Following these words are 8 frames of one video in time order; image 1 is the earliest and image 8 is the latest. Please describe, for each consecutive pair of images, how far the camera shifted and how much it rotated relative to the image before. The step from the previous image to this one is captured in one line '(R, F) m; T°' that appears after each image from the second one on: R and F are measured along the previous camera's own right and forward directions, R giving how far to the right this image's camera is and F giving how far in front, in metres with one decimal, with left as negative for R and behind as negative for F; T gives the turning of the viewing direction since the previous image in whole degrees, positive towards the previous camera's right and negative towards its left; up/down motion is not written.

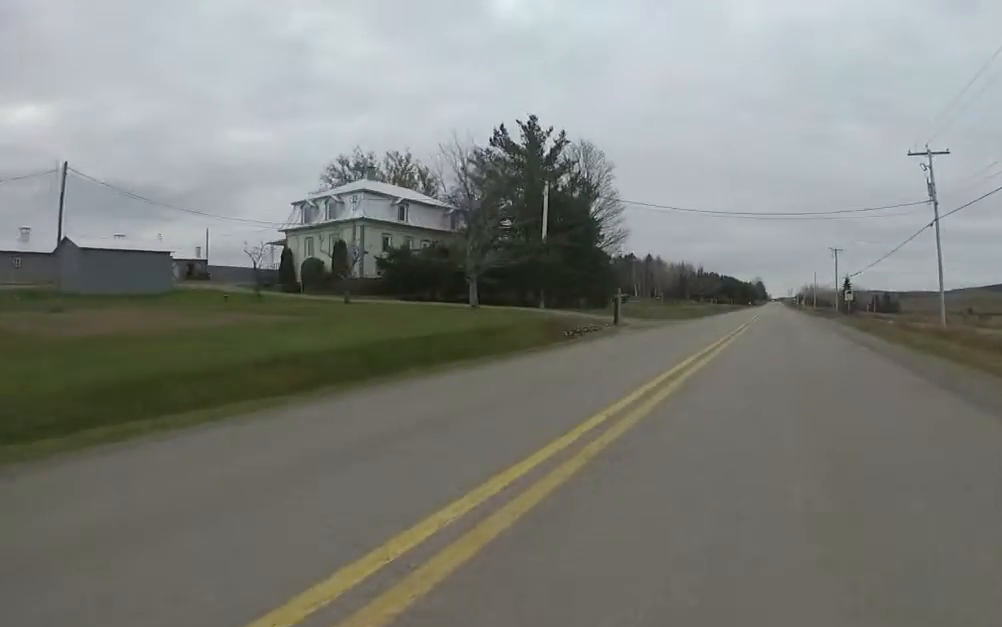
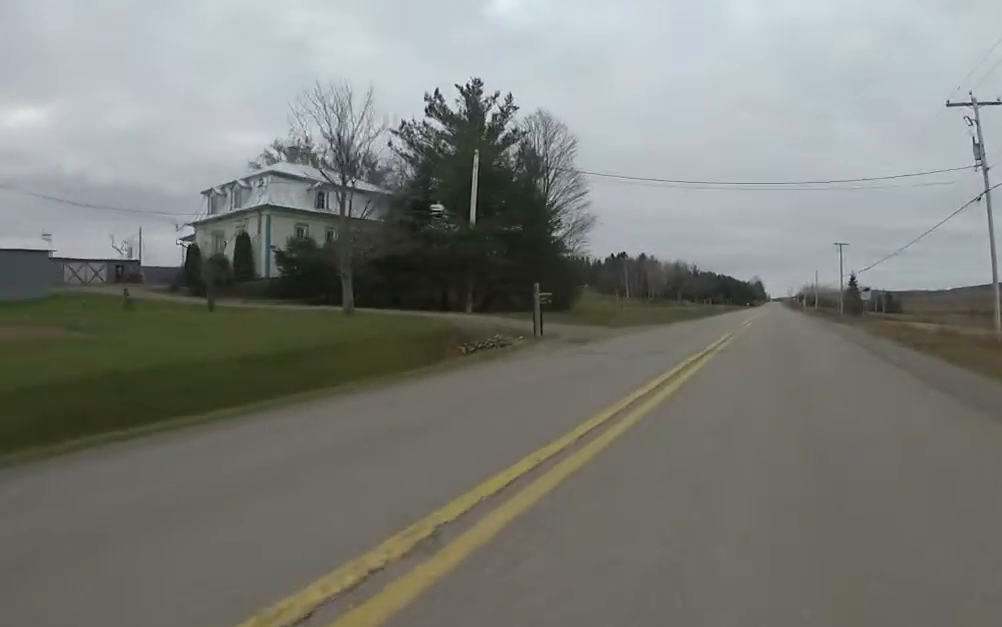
(-0.1, +8.8) m; 0°
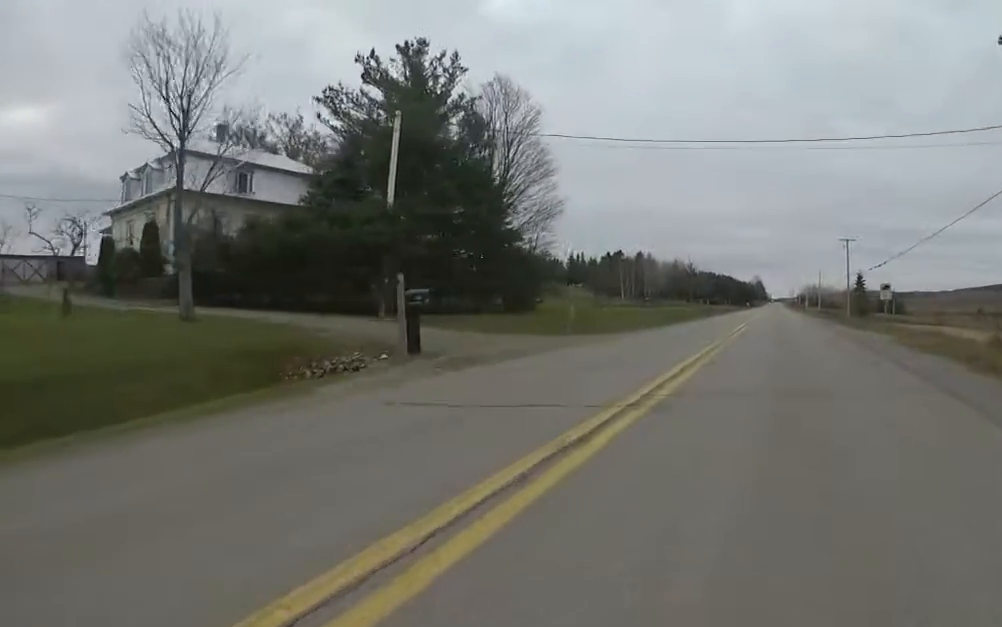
(-0.2, +6.7) m; 0°
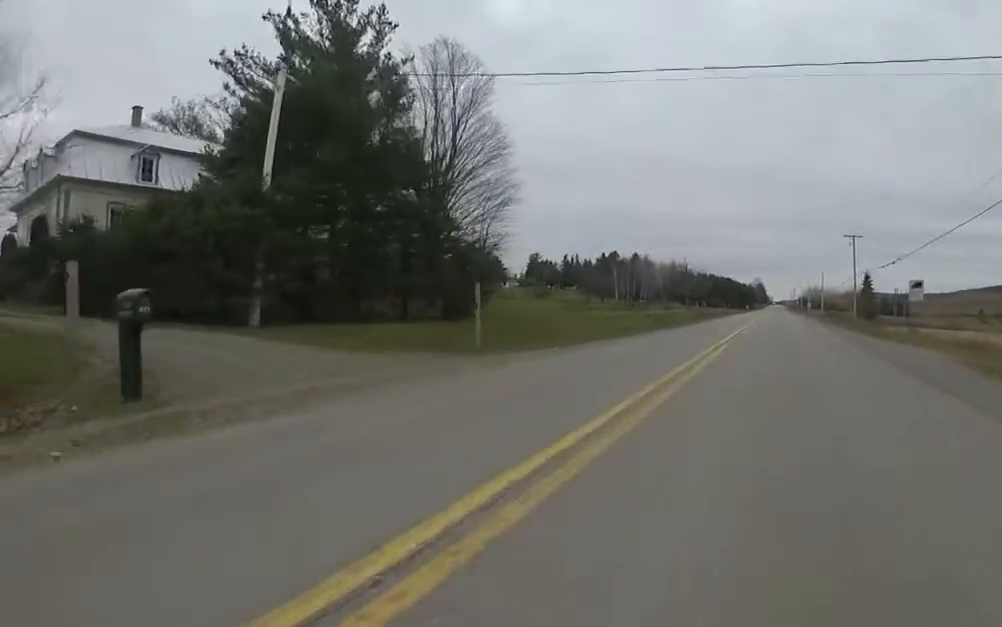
(+0.2, +6.2) m; +1°
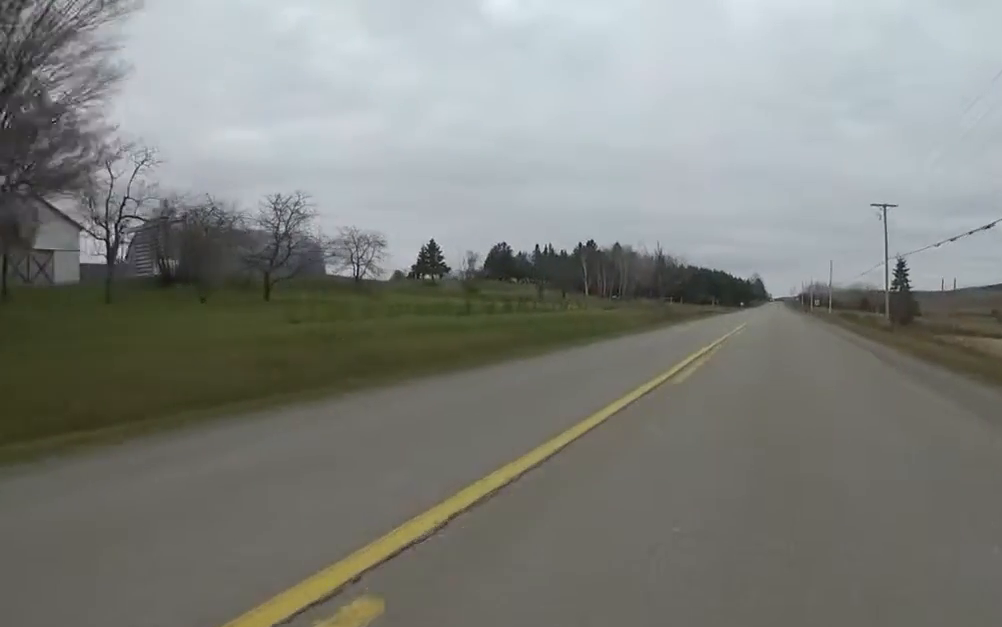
(-0.2, +20.8) m; -2°
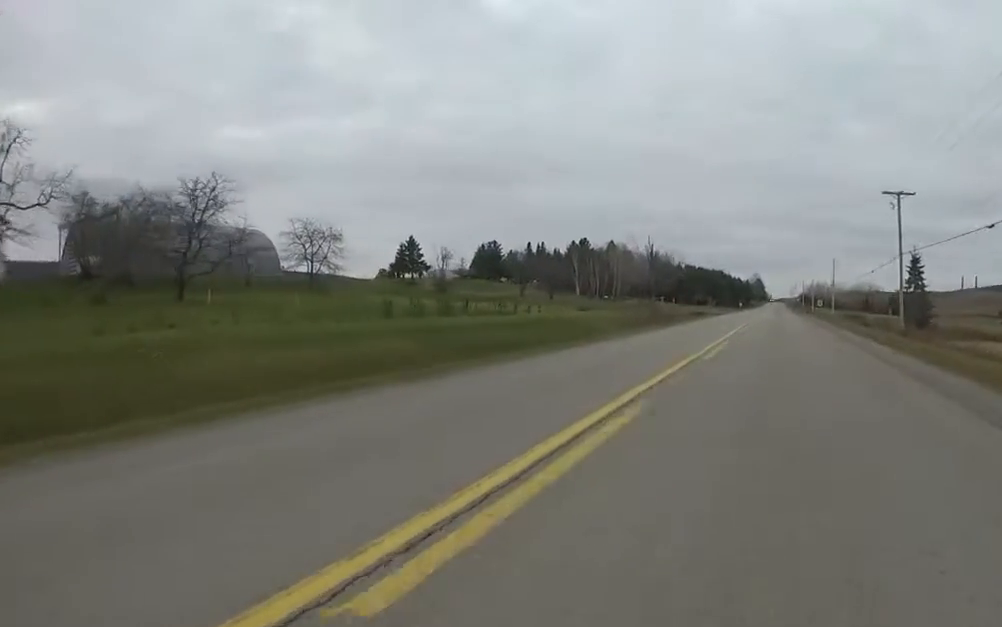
(-0.2, +5.4) m; 0°
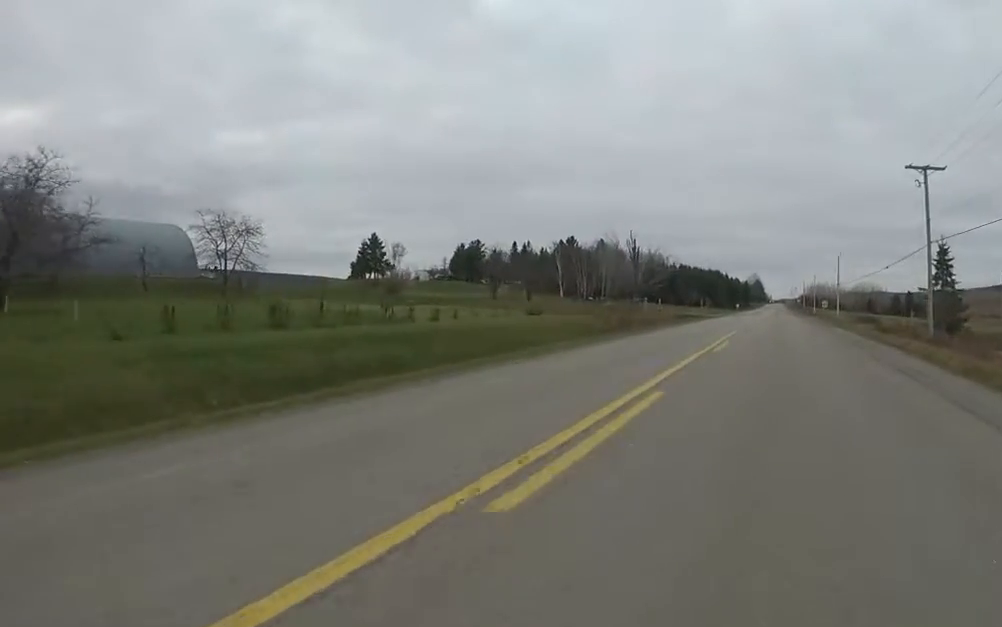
(+0.5, +8.2) m; -2°
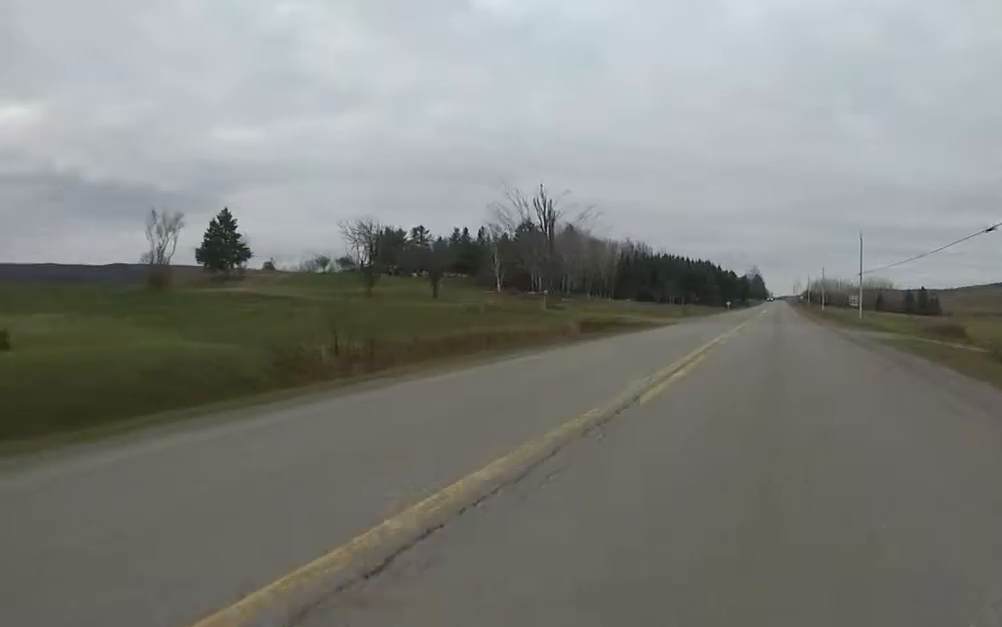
(-0.5, +23.8) m; +3°
